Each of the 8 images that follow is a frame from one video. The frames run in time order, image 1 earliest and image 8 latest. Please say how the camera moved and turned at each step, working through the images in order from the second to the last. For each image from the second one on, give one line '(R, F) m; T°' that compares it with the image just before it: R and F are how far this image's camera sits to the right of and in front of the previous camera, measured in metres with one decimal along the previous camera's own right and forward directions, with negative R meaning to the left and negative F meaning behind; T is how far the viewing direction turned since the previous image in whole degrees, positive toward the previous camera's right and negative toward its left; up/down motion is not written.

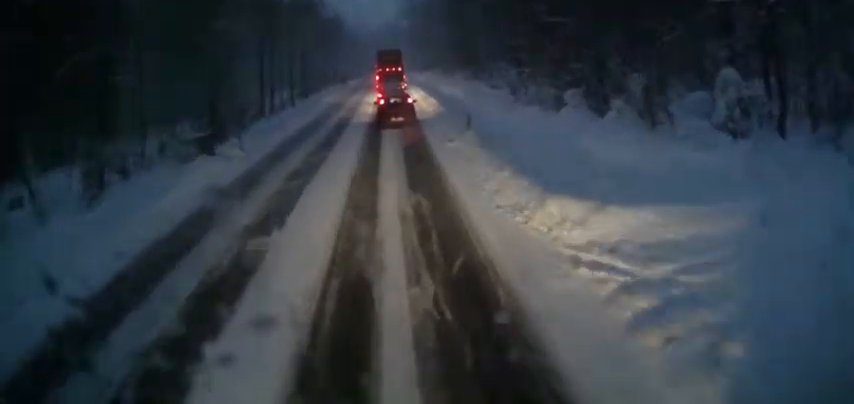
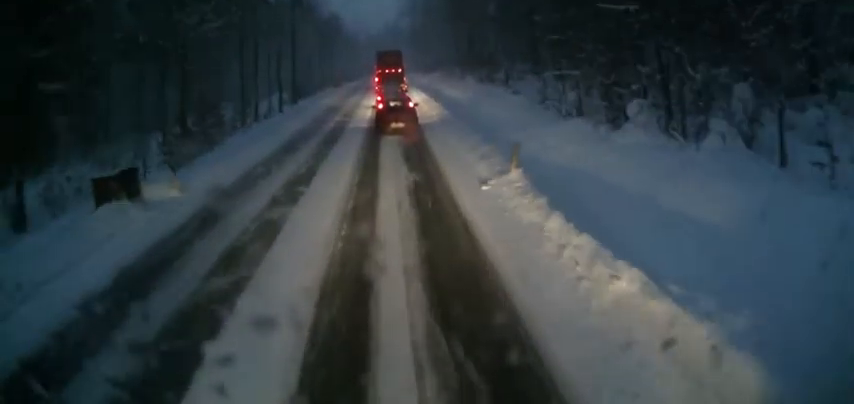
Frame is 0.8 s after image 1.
(+0.1, +5.8) m; +1°
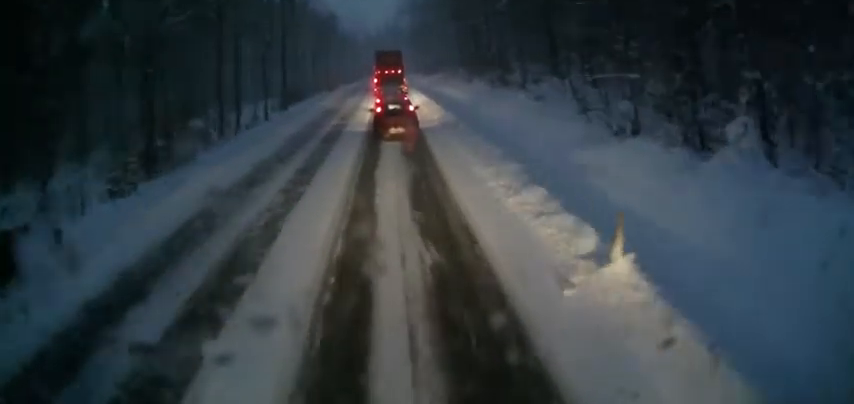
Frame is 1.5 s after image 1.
(+0.1, +5.2) m; -1°
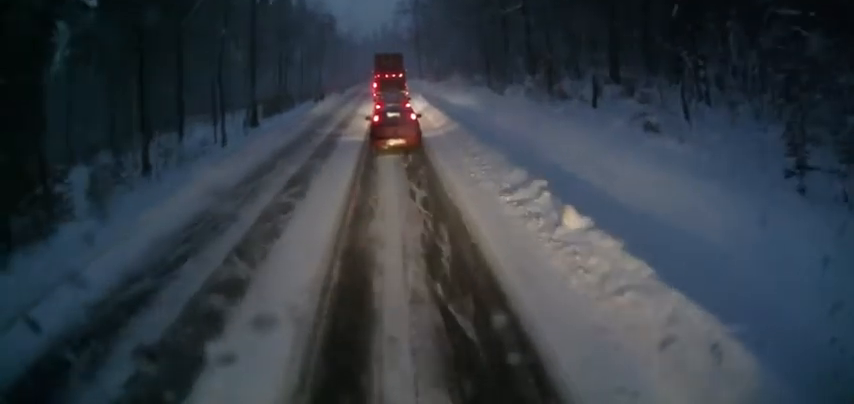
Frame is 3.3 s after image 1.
(-0.8, +12.0) m; -4°
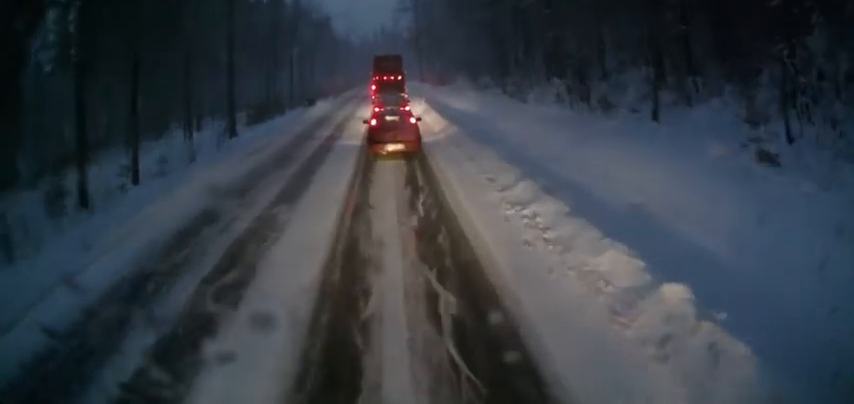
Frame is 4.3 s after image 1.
(+0.3, +6.3) m; +4°
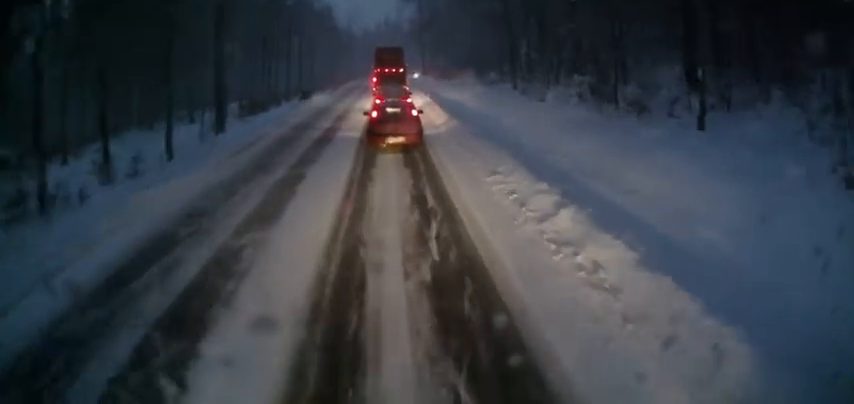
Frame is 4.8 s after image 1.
(0.0, +2.8) m; +2°
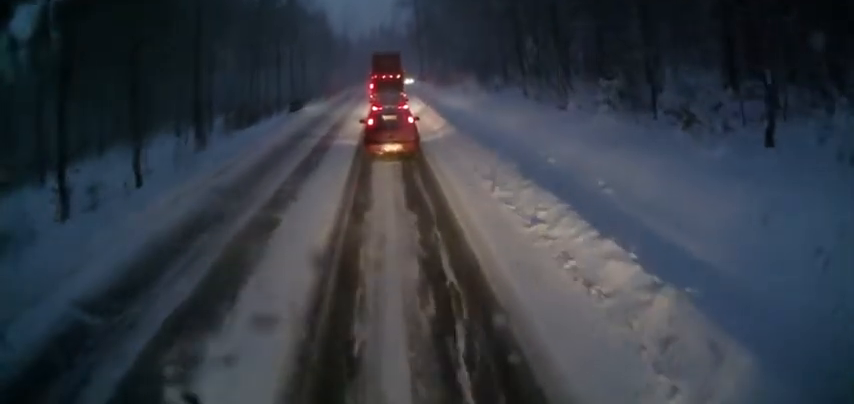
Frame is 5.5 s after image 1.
(0.0, +3.9) m; +1°
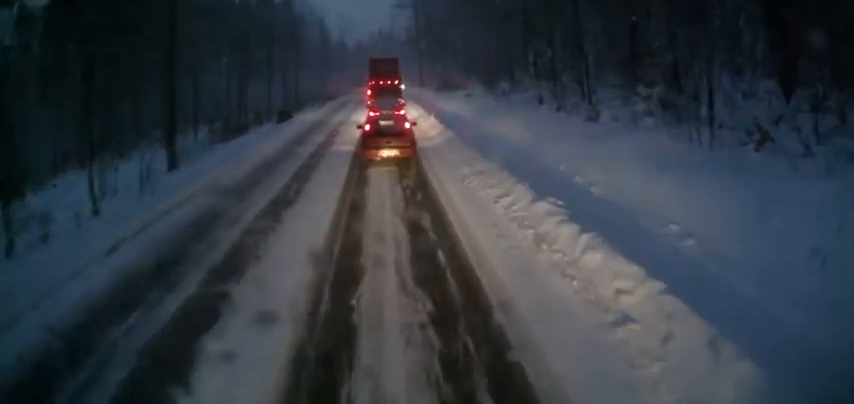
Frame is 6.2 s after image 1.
(+0.2, +3.7) m; 0°
